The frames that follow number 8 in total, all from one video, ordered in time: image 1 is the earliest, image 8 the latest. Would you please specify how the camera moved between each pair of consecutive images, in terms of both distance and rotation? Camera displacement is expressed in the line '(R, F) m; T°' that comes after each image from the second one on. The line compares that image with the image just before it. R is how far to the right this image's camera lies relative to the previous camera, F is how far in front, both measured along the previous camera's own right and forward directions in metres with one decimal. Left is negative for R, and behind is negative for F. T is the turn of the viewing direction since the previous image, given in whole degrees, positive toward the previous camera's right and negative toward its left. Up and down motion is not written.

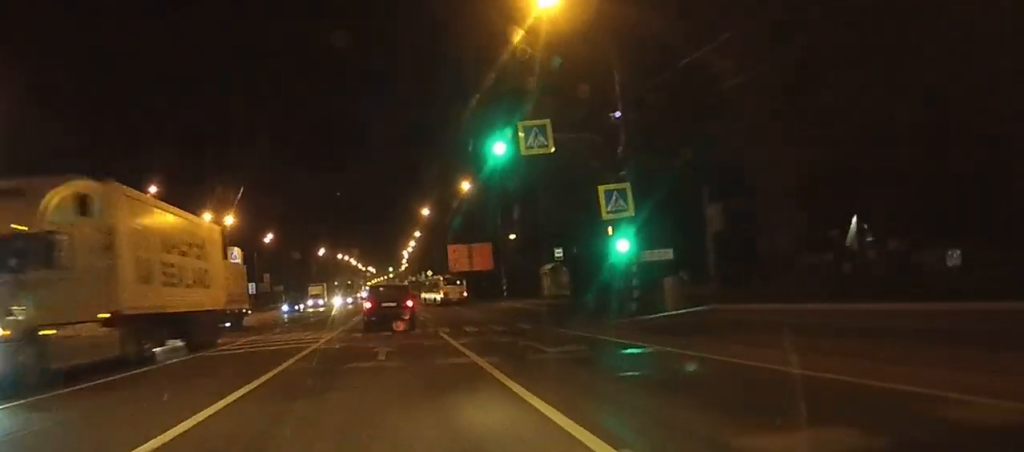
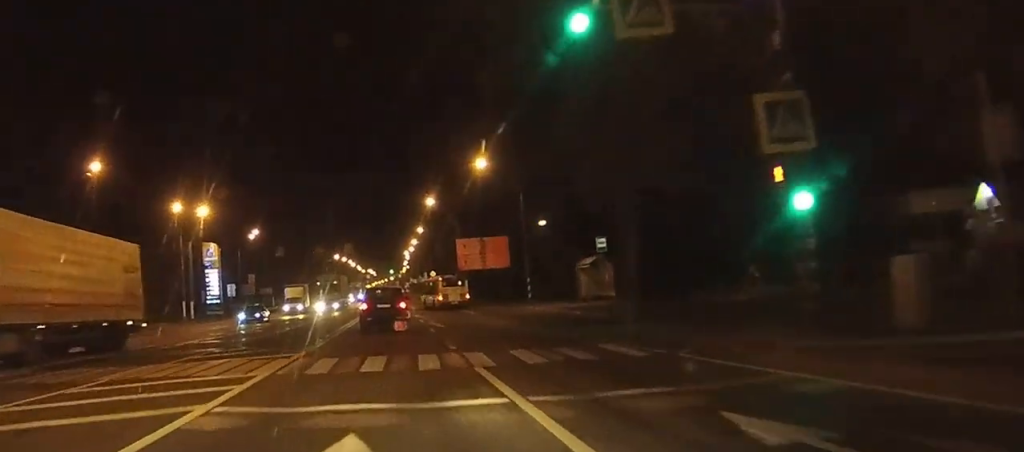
(0.0, +14.8) m; 0°
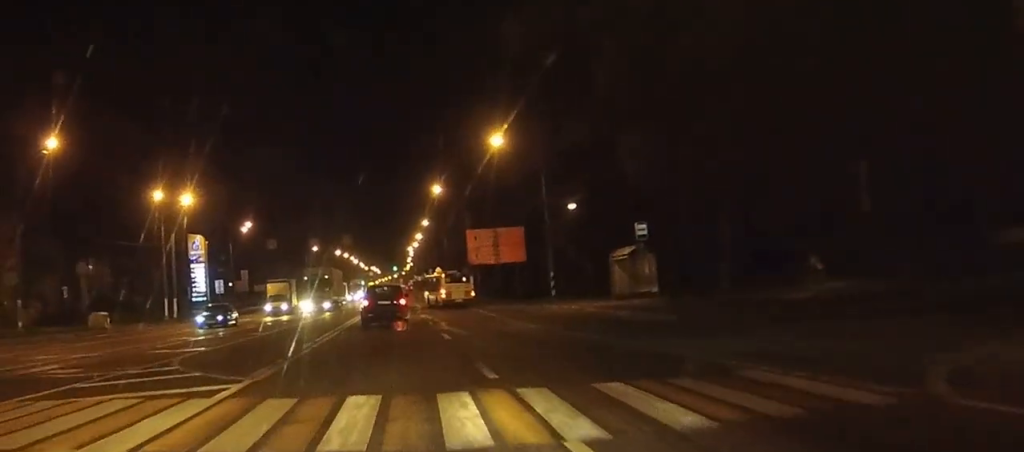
(0.0, +8.6) m; 0°
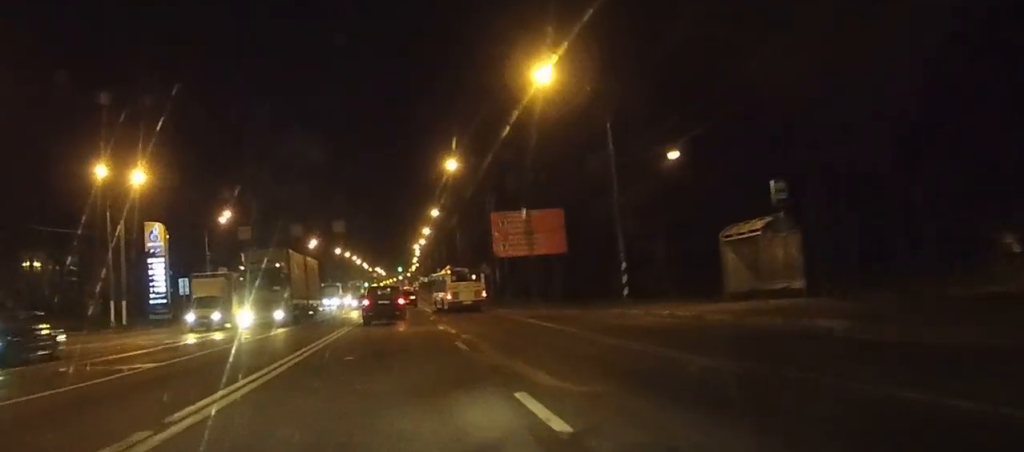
(-0.1, +17.1) m; -1°
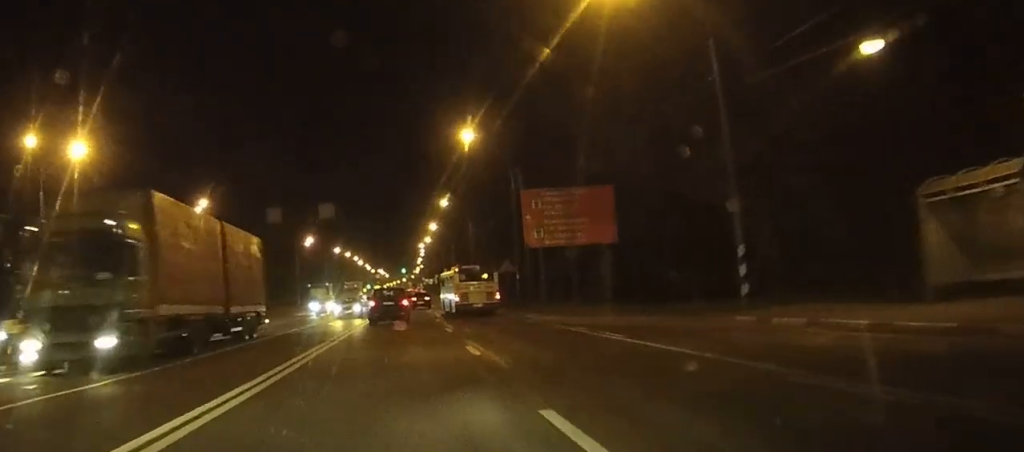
(-0.1, +13.4) m; 0°
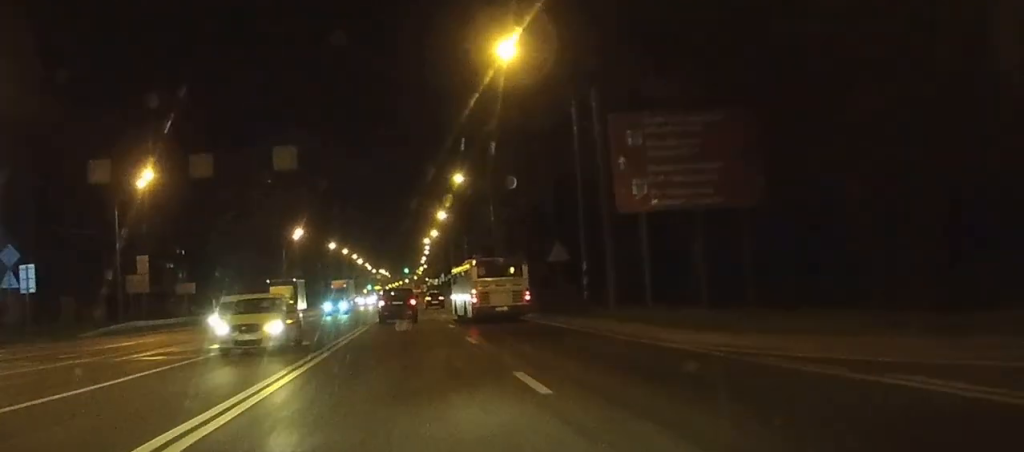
(0.0, +19.2) m; 0°
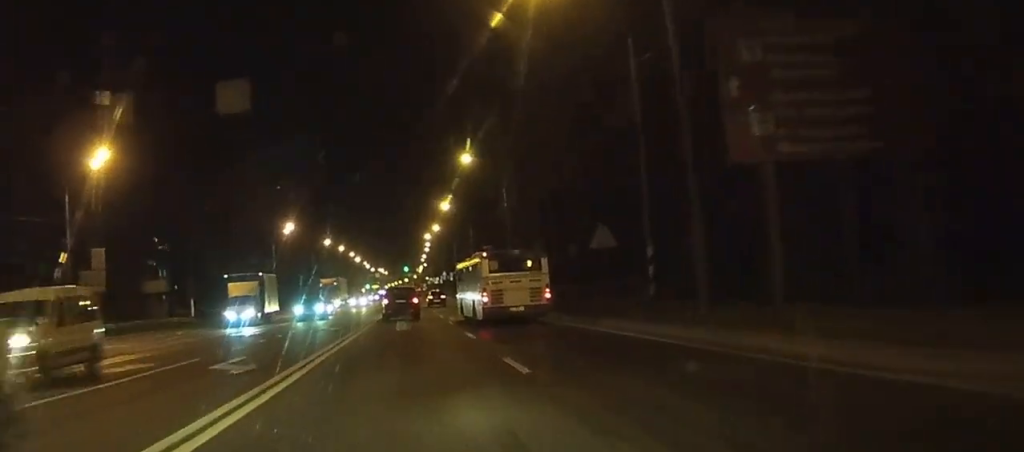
(0.0, +9.5) m; 0°
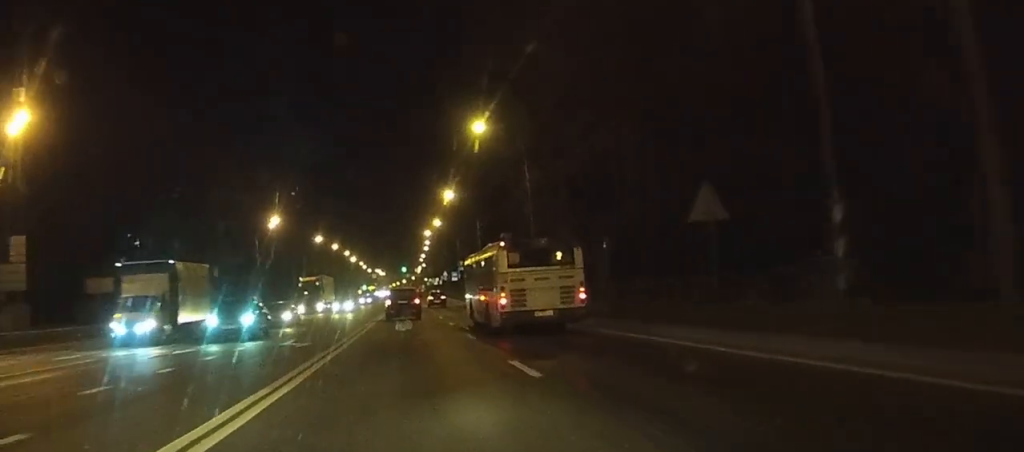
(0.0, +11.8) m; 0°
